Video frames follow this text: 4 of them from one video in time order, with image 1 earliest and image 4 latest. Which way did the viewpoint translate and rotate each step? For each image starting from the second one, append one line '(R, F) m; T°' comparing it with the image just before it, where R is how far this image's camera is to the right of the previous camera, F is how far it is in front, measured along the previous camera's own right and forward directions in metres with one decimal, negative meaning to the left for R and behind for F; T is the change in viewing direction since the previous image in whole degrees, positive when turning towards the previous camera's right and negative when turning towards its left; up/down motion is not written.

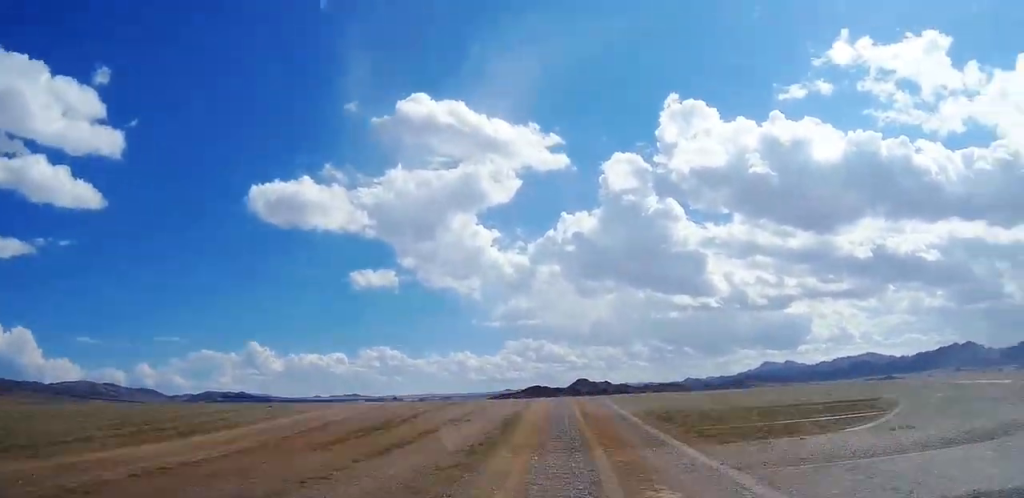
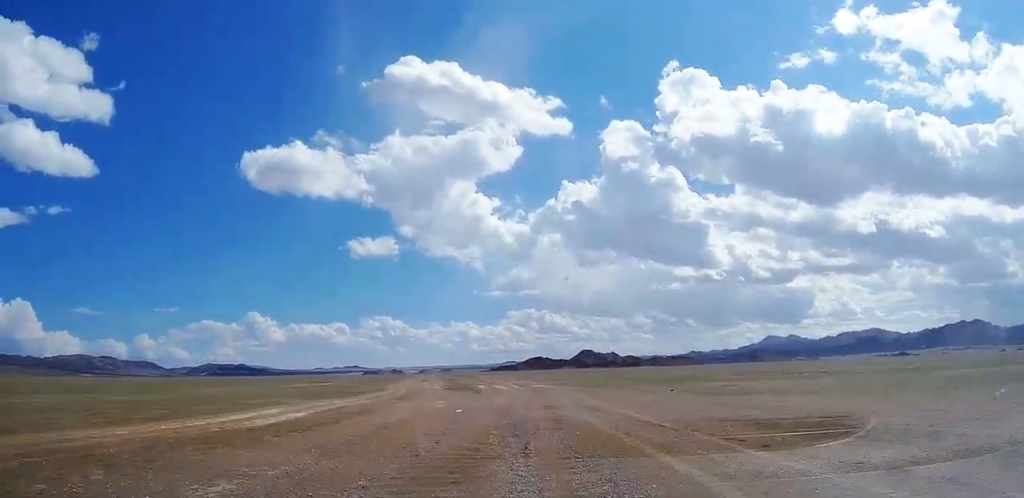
(+0.9, +115.4) m; -2°
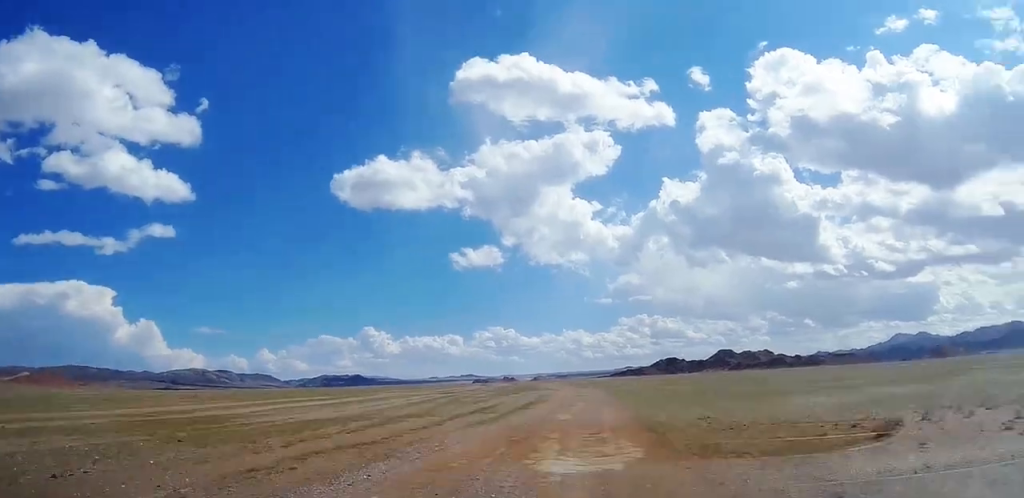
(-20.0, +299.5) m; -4°
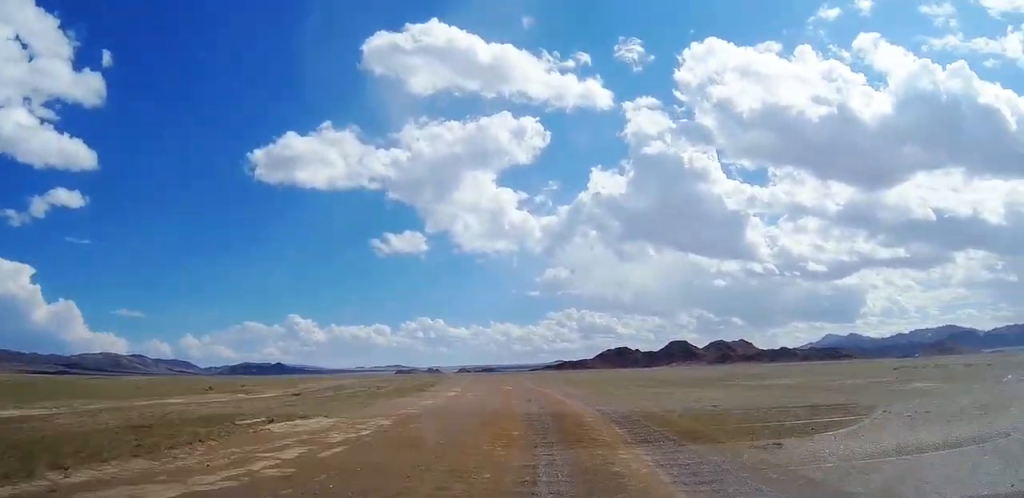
(+5.3, +296.0) m; -1°
